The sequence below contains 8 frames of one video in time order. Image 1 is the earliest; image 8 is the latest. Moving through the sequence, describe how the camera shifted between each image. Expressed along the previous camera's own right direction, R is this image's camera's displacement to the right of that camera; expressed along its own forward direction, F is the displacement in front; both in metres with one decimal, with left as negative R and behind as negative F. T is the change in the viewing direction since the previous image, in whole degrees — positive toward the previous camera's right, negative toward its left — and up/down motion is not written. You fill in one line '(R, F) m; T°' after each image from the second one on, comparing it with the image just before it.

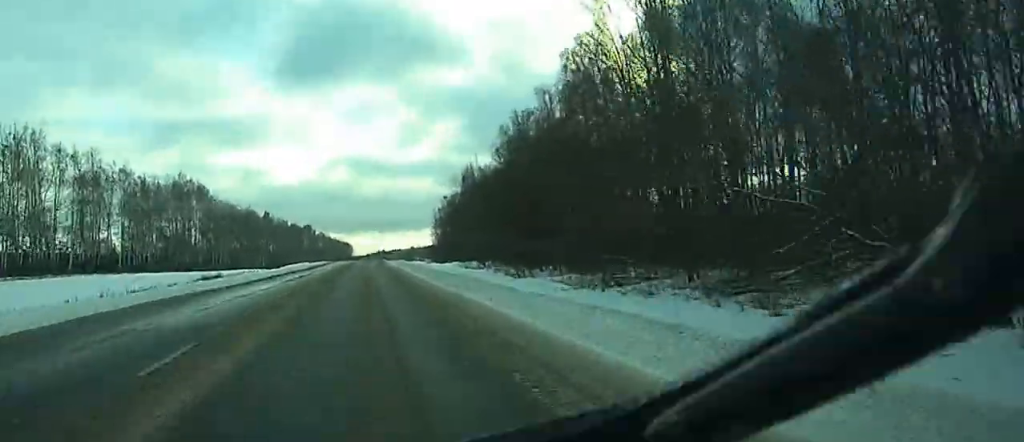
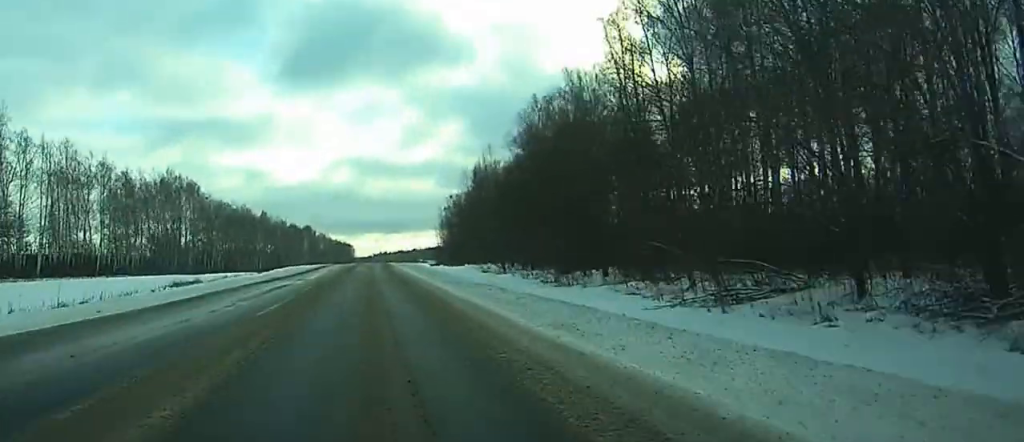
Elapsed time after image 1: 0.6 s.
(0.0, +14.6) m; 0°
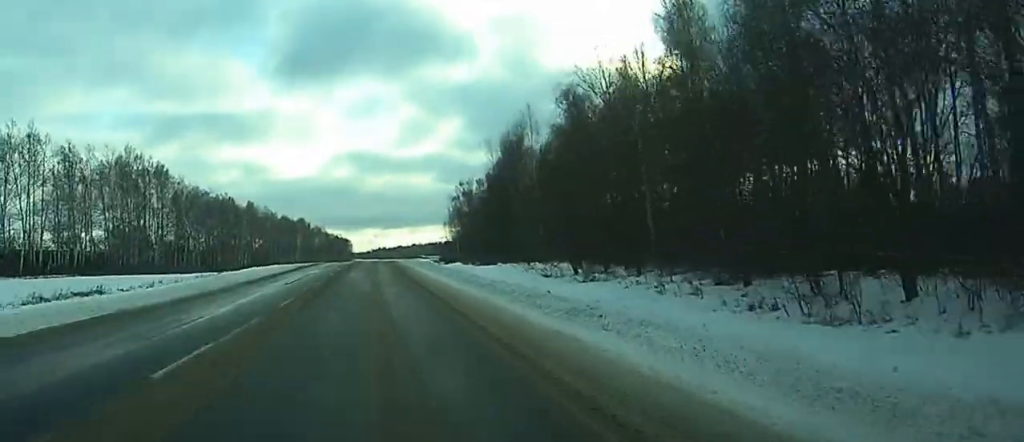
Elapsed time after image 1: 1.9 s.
(-0.1, +33.3) m; 0°
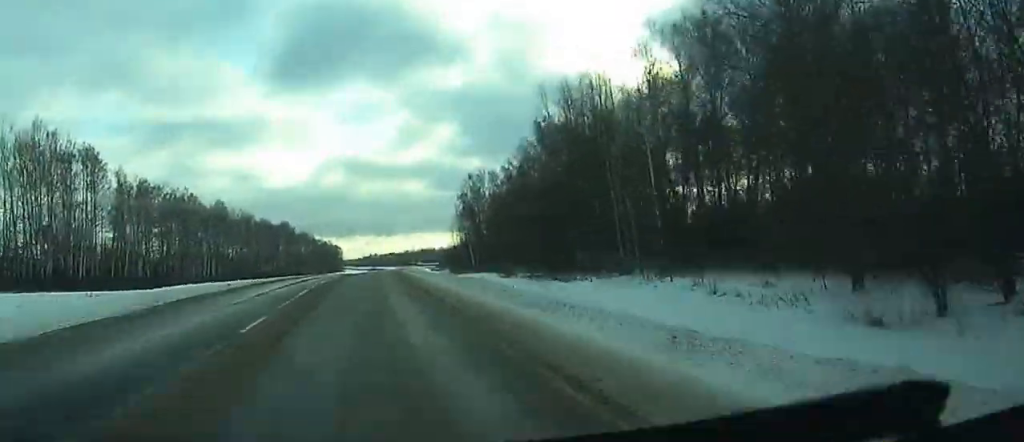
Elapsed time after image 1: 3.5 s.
(0.0, +42.5) m; +1°
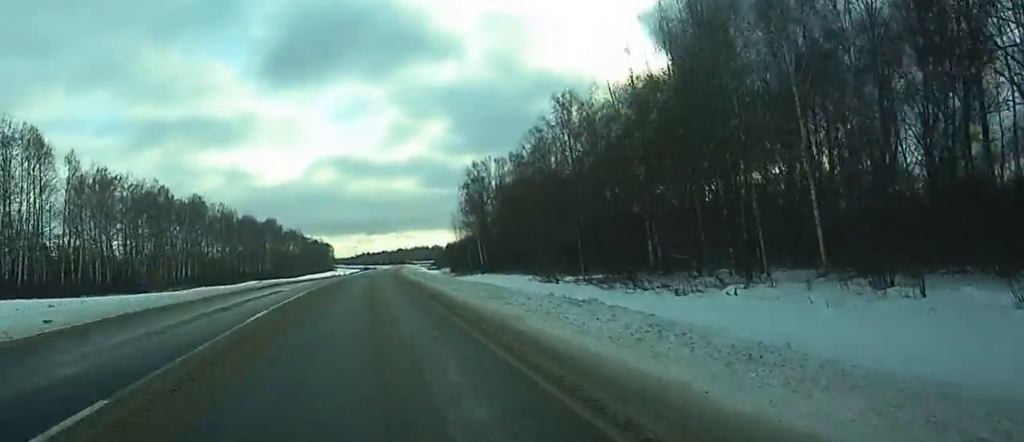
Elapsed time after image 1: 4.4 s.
(+0.2, +22.0) m; +1°
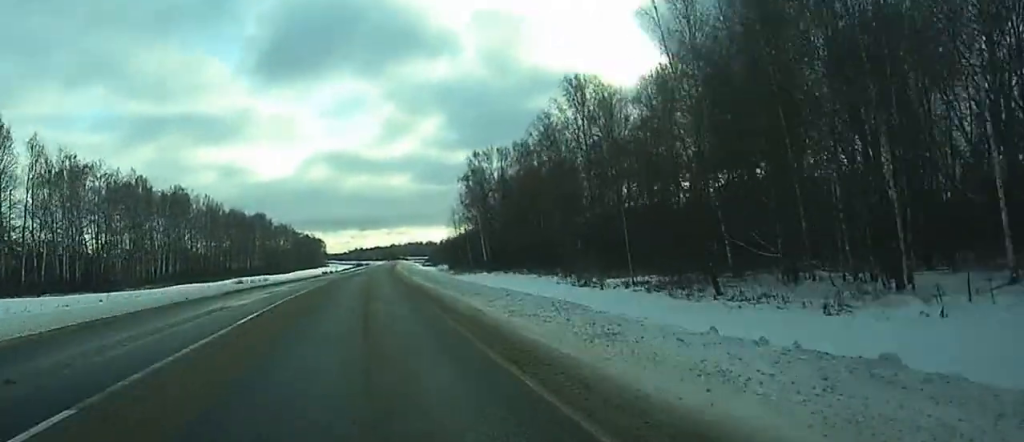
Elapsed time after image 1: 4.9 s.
(0.0, +12.6) m; 0°
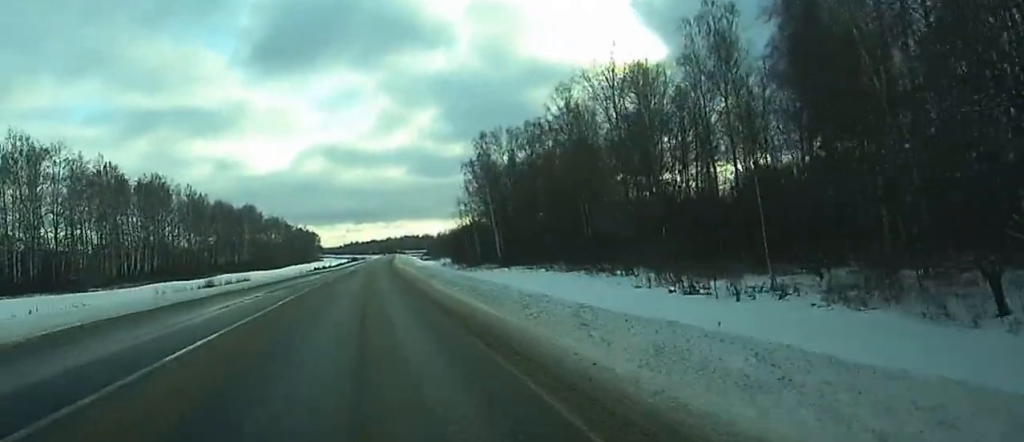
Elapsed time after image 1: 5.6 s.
(0.0, +17.7) m; 0°
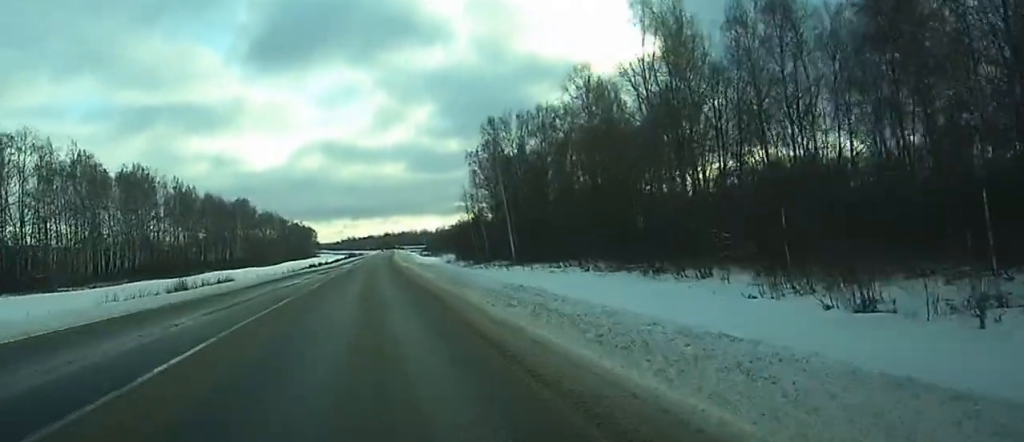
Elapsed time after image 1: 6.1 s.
(0.0, +12.5) m; 0°
